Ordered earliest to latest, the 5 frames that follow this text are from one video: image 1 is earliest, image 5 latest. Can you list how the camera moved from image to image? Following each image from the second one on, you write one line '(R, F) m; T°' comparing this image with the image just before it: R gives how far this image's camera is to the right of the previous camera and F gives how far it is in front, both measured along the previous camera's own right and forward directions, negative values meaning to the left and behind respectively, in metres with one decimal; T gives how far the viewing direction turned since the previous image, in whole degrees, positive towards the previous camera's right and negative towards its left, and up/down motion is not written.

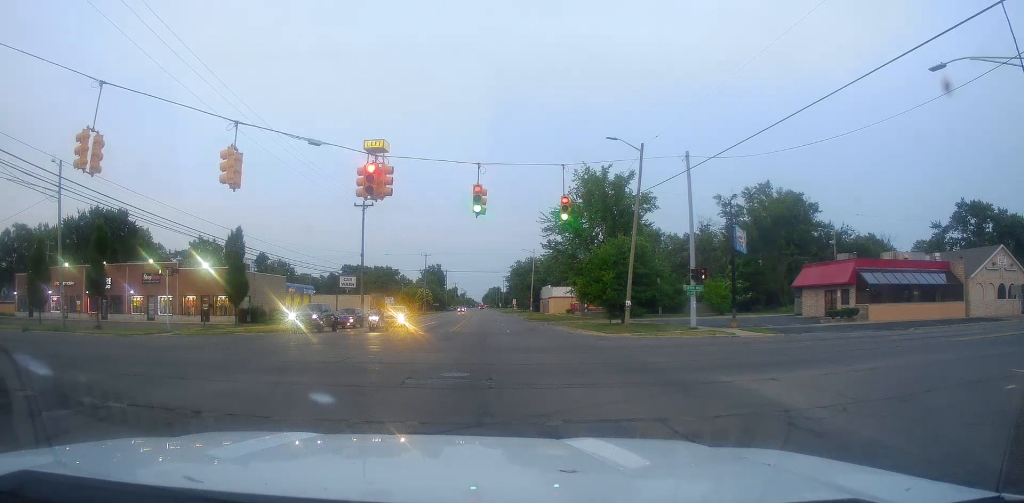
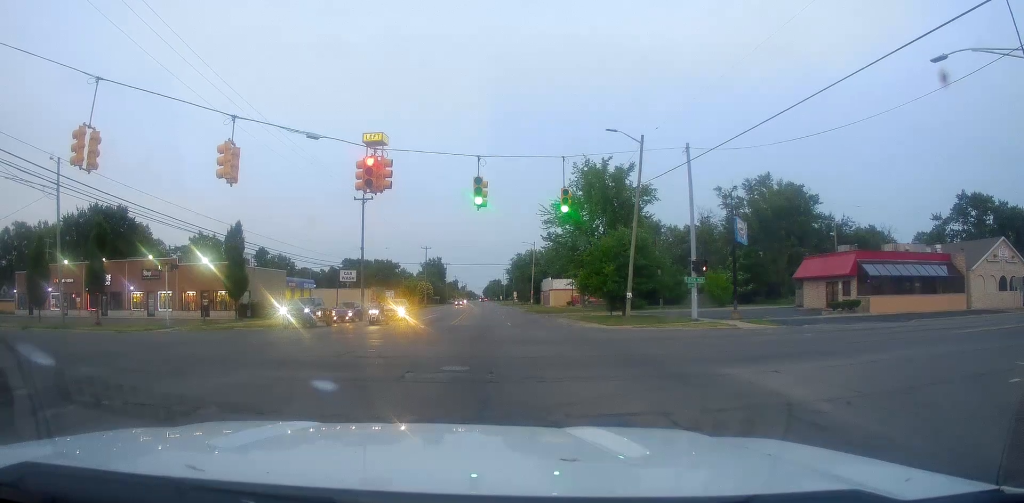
(0.0, 0.0) m; 0°
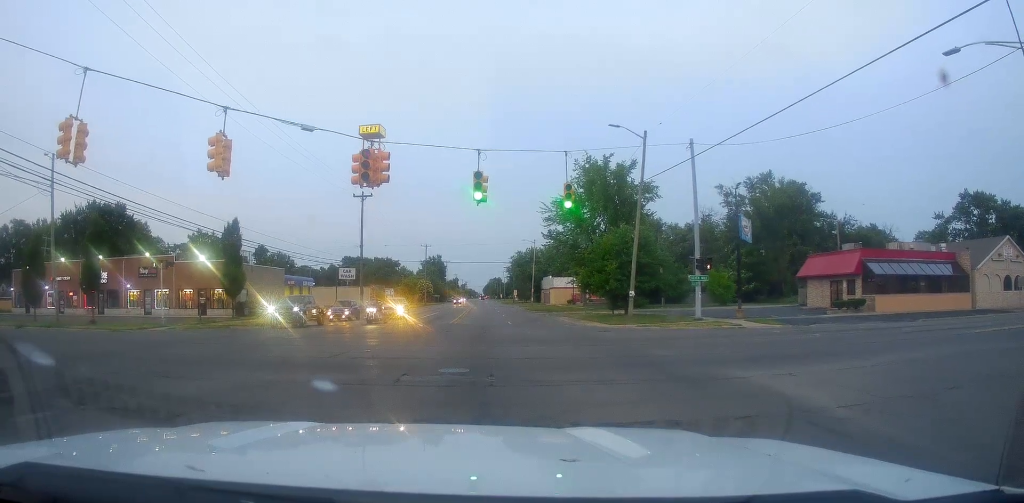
(0.0, 0.0) m; 0°
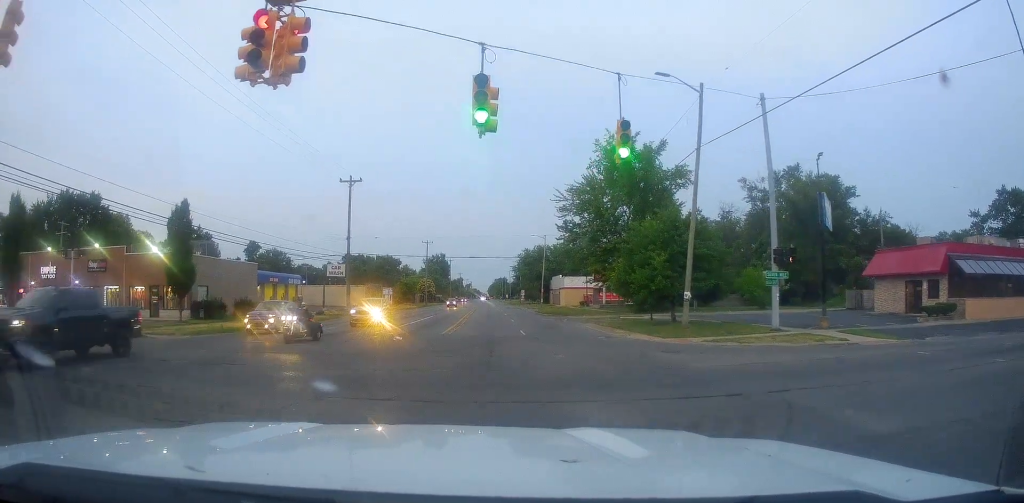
(0.0, +1.2) m; 0°
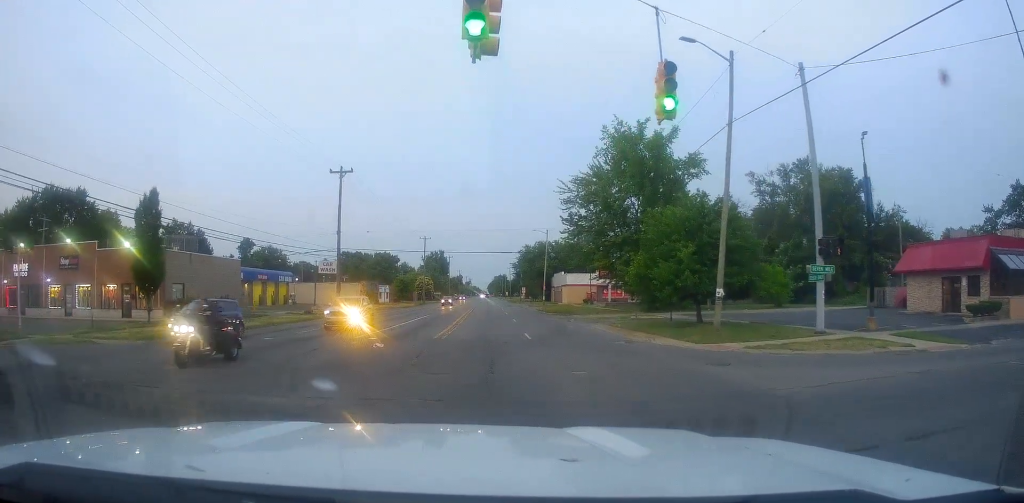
(0.0, +1.1) m; 0°
